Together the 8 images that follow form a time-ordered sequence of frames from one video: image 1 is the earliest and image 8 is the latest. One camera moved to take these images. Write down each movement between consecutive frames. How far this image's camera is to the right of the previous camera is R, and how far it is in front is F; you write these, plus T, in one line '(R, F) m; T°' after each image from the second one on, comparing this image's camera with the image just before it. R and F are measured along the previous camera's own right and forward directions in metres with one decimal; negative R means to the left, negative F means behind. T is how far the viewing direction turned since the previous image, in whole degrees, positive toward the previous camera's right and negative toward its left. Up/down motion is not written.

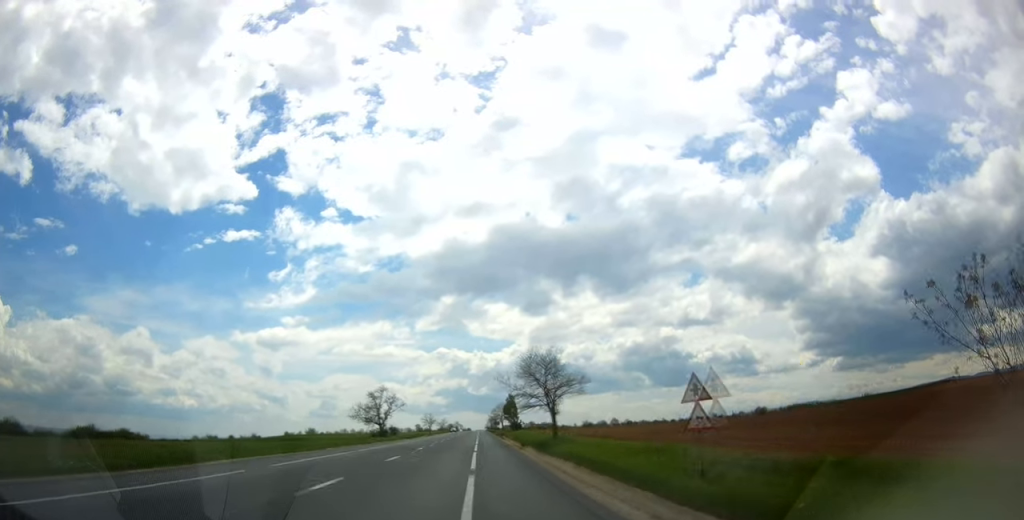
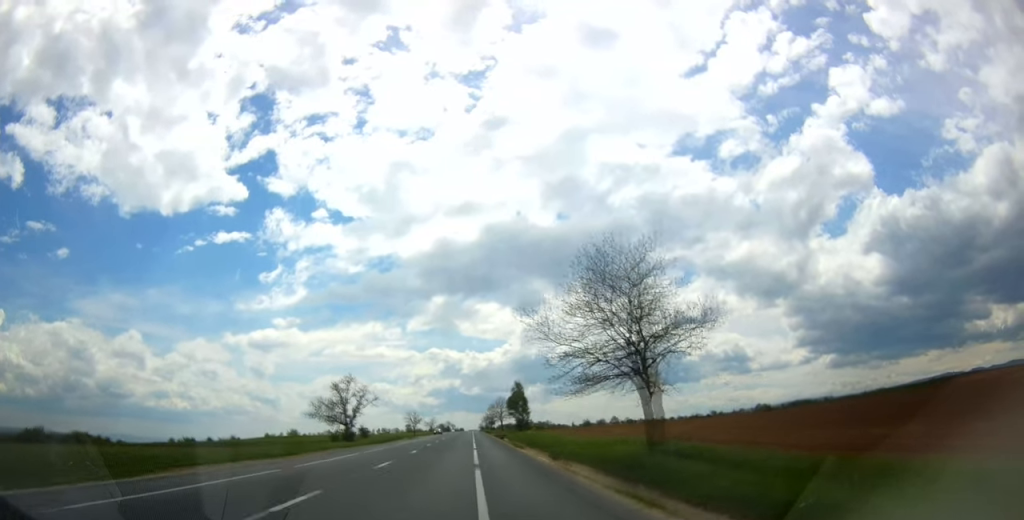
(+0.3, +26.4) m; +1°
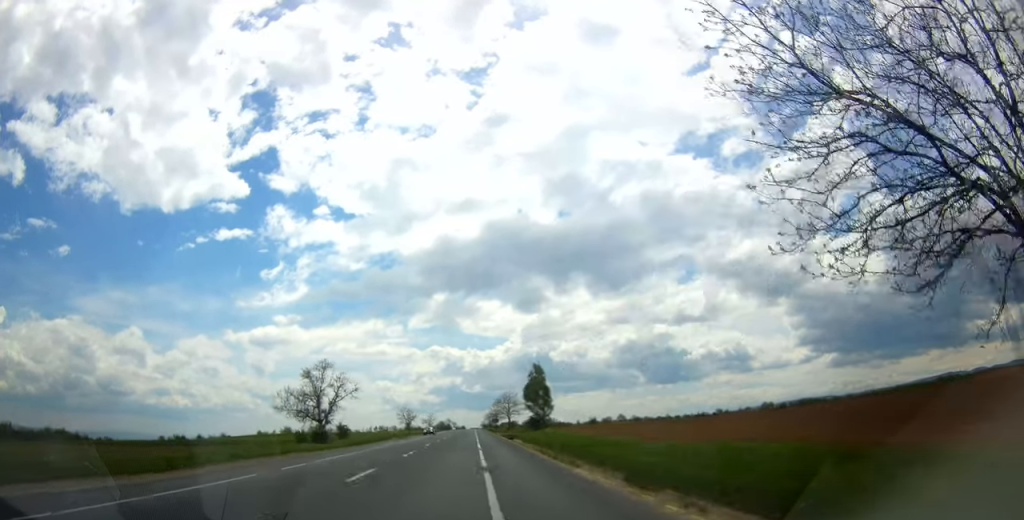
(+0.1, +17.3) m; 0°
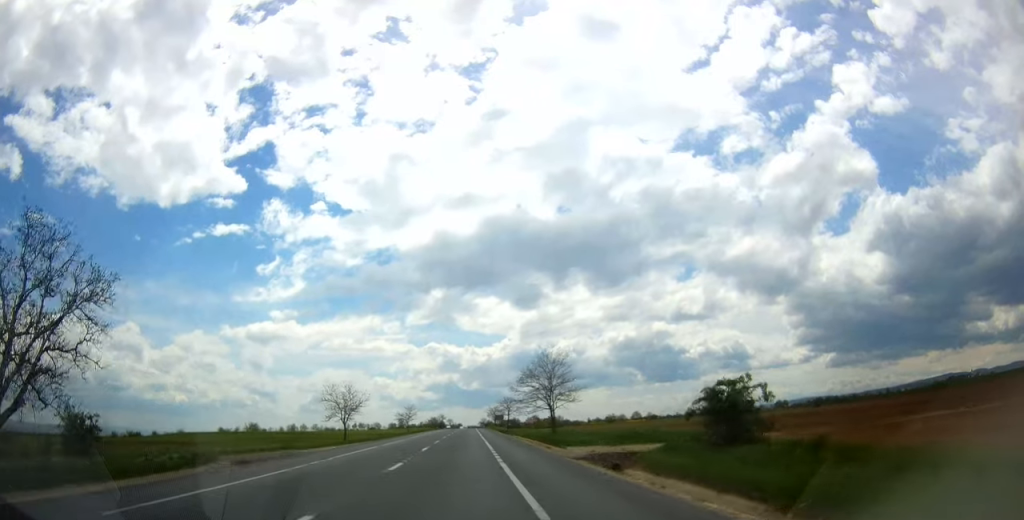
(+0.7, +55.6) m; +1°
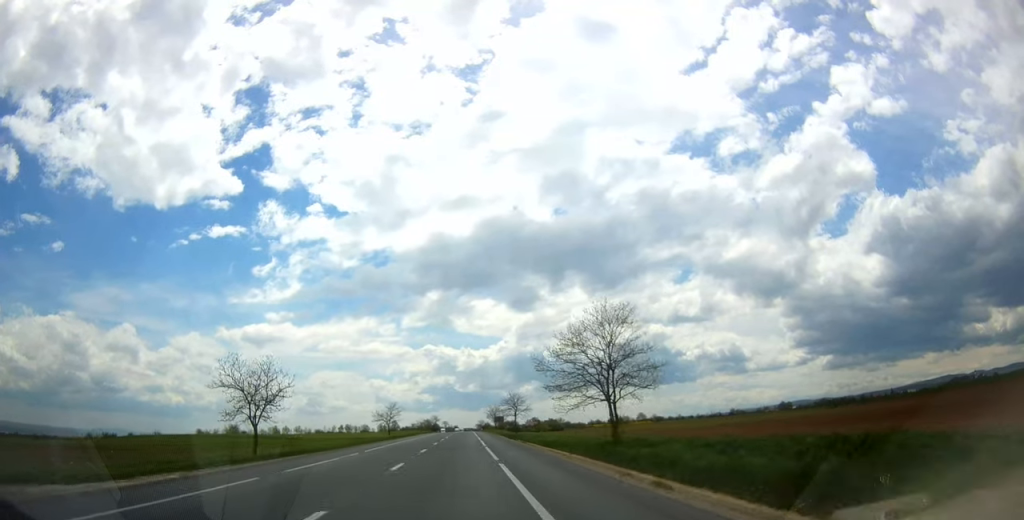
(0.0, +23.2) m; -1°
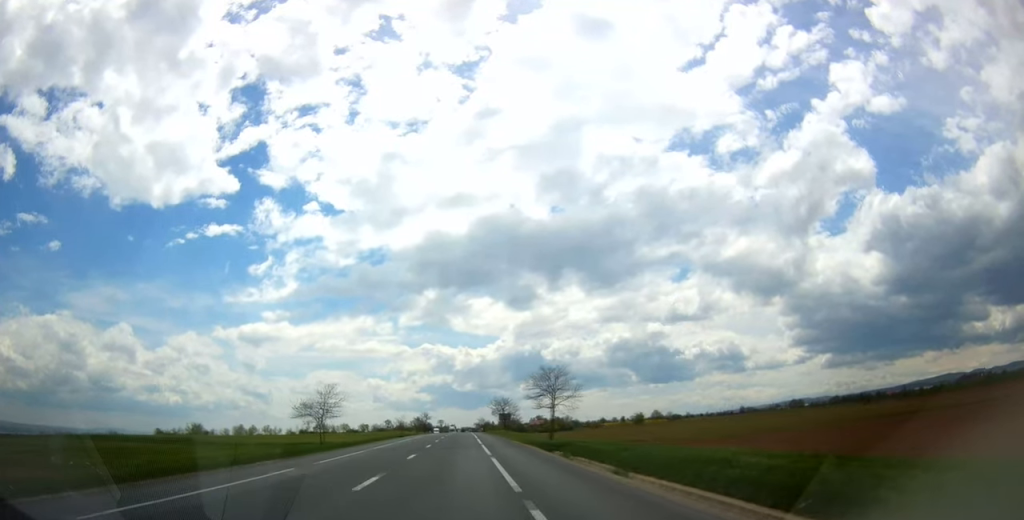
(-0.4, +40.5) m; 0°
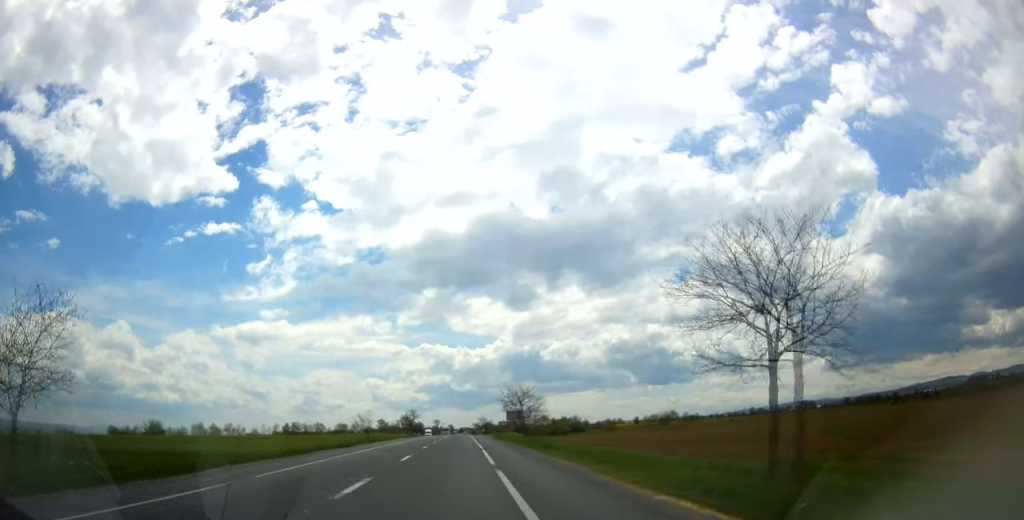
(+0.6, +36.9) m; +1°
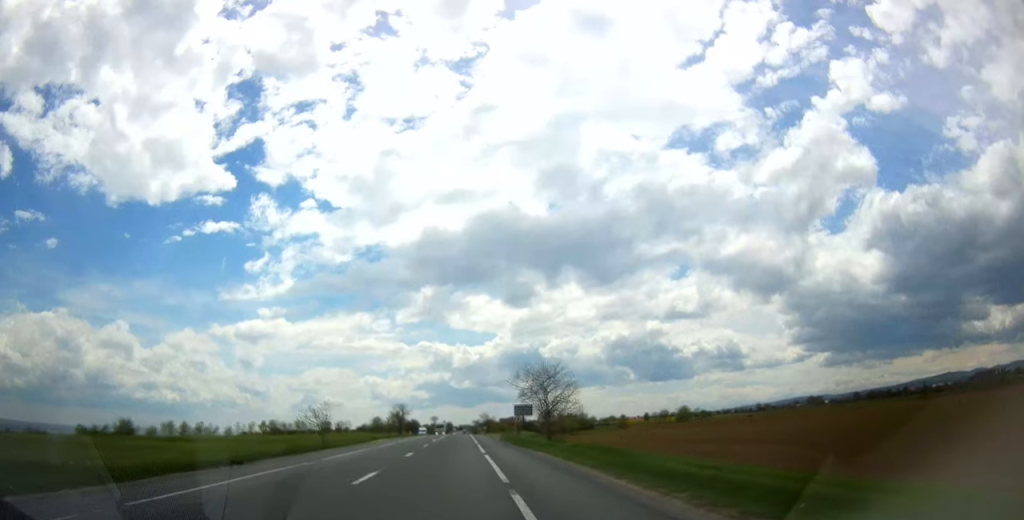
(+0.1, +21.8) m; 0°
